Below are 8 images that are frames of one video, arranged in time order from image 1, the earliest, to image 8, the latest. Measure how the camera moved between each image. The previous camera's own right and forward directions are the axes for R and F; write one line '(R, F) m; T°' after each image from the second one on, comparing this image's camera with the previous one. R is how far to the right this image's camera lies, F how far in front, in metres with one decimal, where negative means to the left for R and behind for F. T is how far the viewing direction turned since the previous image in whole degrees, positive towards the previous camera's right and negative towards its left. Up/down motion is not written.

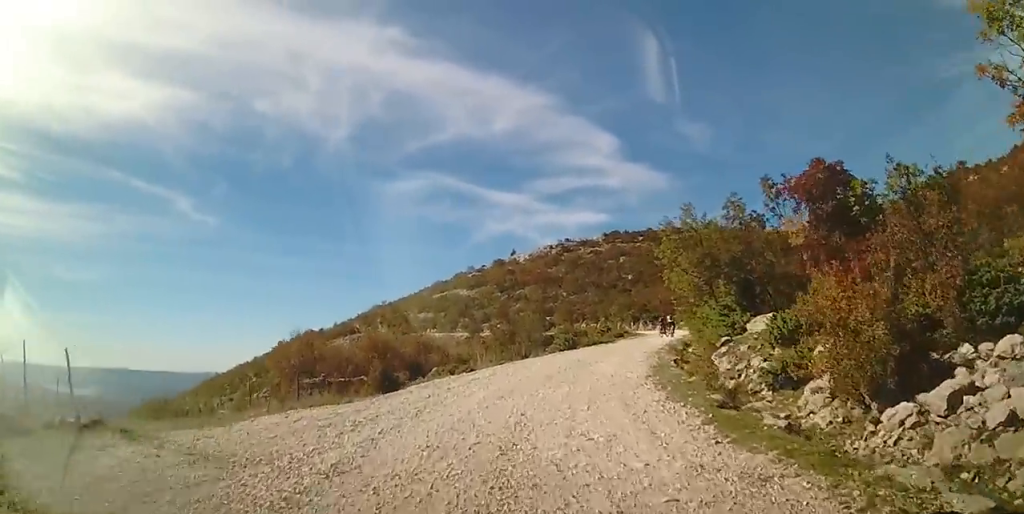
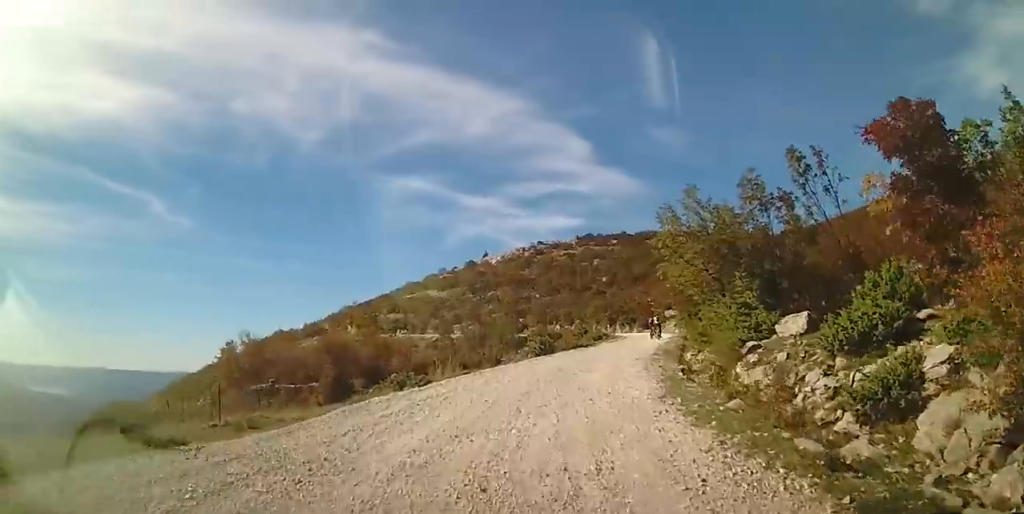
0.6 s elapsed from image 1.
(0.0, +3.9) m; +4°
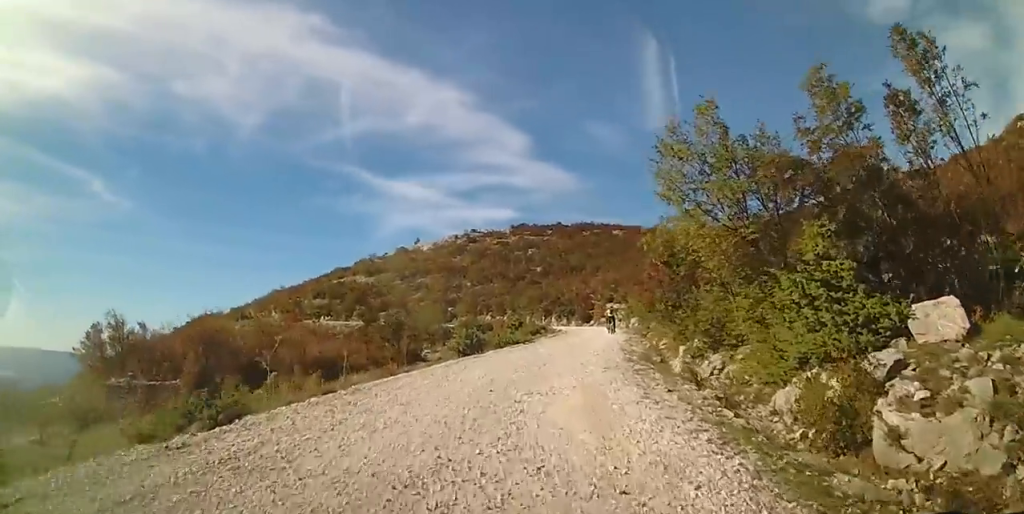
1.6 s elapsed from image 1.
(+0.7, +7.2) m; +7°
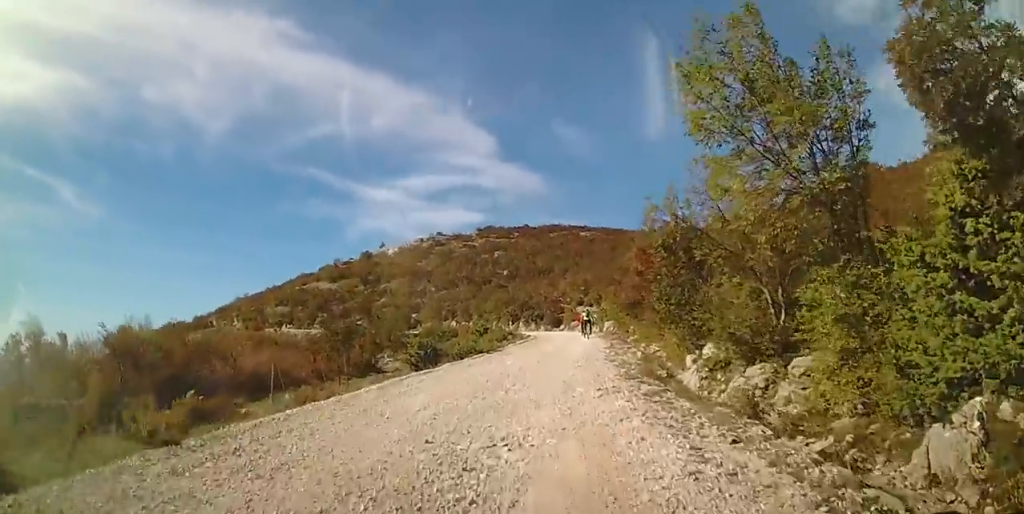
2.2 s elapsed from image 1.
(-0.1, +4.1) m; +2°
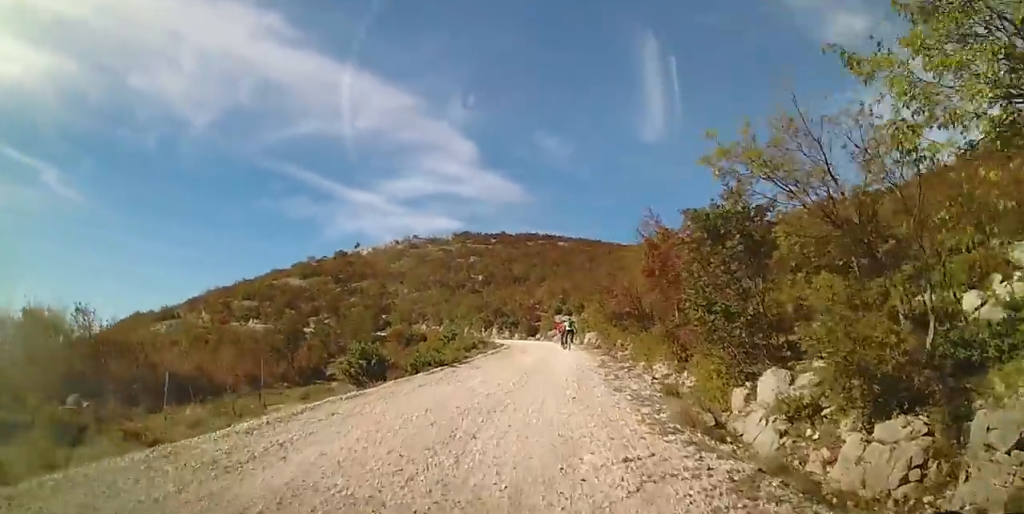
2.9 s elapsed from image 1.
(+0.2, +4.7) m; +5°
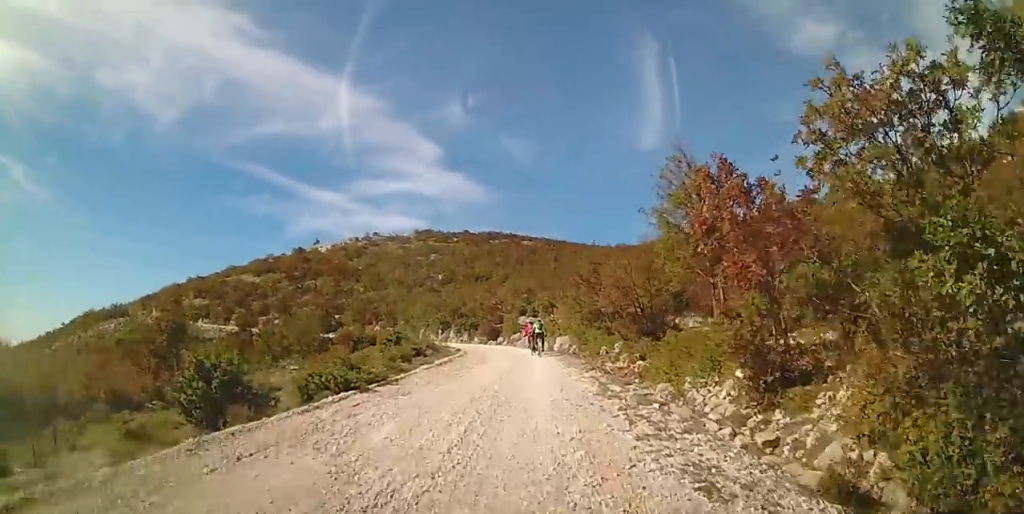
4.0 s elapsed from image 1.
(+0.6, +7.2) m; +7°
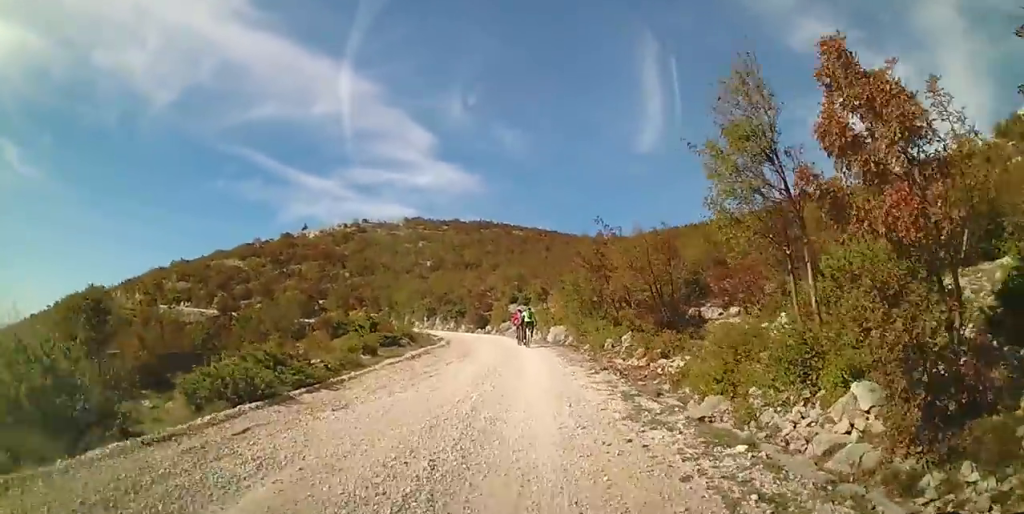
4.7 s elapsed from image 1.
(+0.1, +4.0) m; +1°
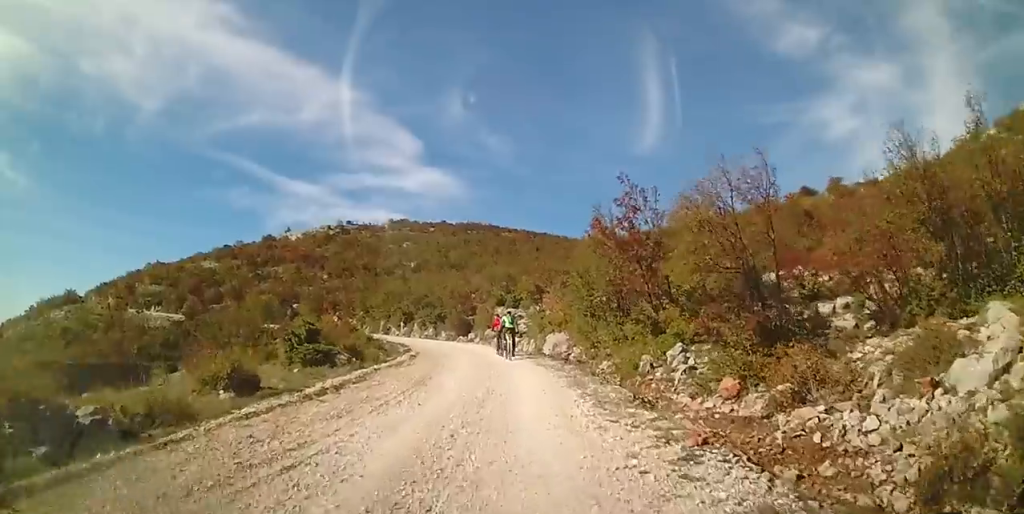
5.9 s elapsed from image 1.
(0.0, +7.6) m; 0°
